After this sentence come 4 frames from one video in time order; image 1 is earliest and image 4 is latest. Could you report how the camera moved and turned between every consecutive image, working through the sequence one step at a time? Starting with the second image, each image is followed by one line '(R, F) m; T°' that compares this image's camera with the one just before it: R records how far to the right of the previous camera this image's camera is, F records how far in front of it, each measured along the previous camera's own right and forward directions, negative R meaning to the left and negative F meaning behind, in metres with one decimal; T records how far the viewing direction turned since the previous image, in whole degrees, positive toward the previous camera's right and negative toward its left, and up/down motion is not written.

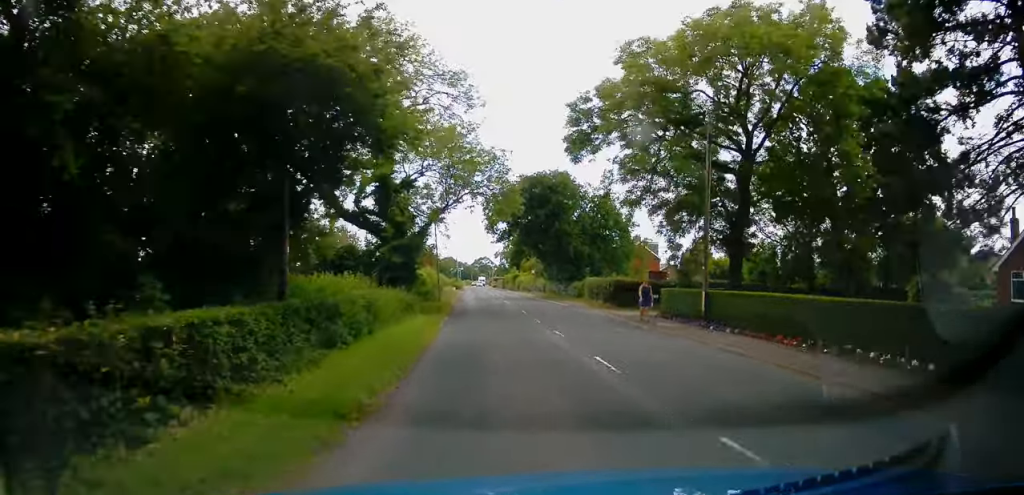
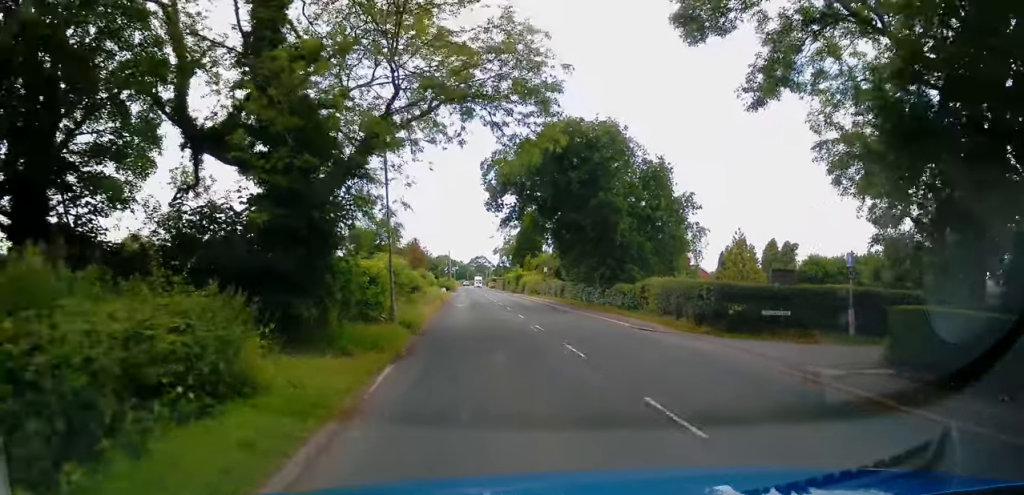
(0.0, +15.9) m; 0°
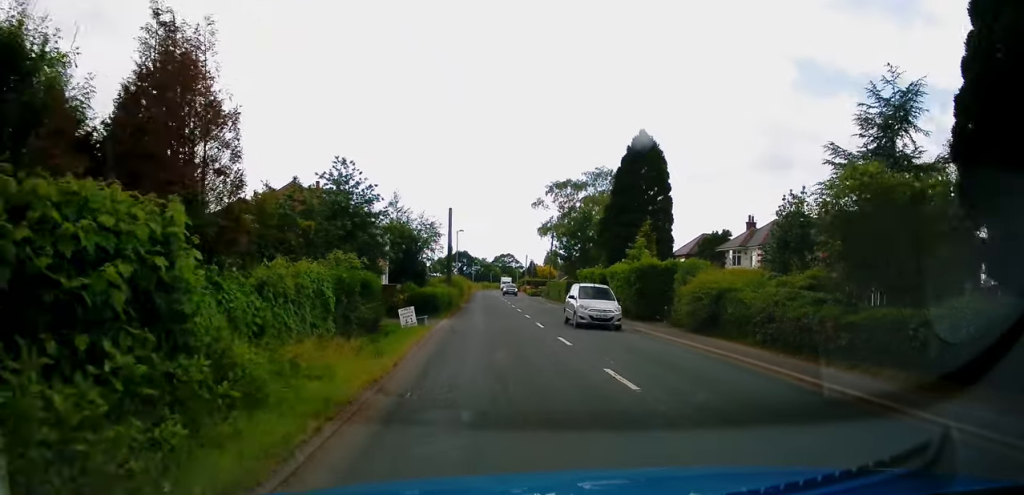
(-1.1, +50.7) m; -2°
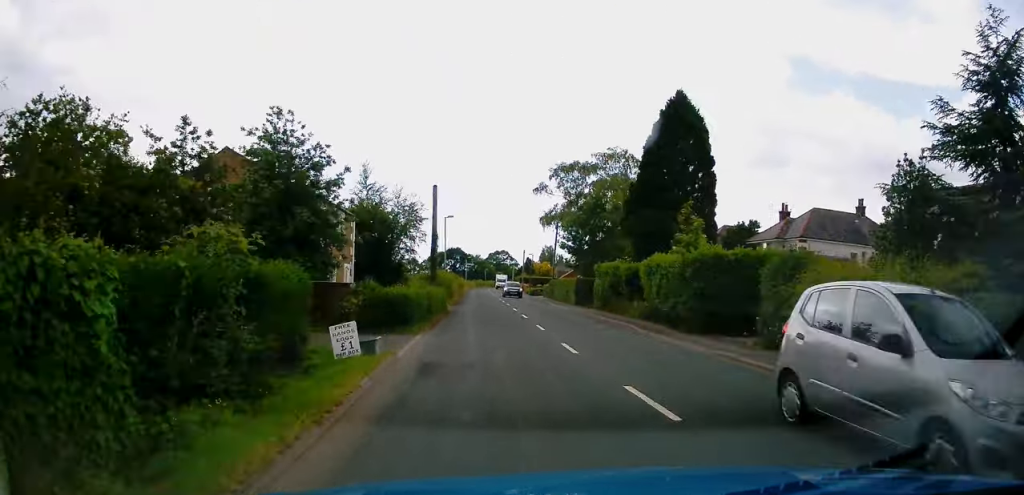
(+0.3, +8.2) m; +1°
